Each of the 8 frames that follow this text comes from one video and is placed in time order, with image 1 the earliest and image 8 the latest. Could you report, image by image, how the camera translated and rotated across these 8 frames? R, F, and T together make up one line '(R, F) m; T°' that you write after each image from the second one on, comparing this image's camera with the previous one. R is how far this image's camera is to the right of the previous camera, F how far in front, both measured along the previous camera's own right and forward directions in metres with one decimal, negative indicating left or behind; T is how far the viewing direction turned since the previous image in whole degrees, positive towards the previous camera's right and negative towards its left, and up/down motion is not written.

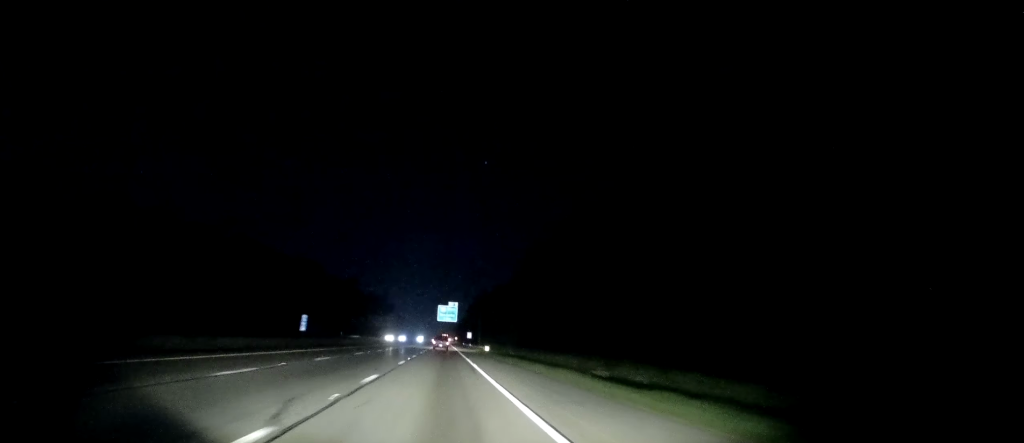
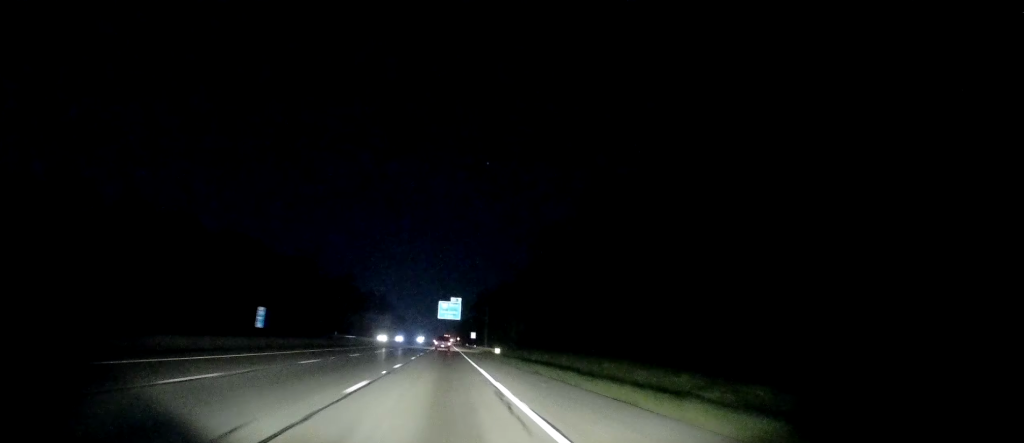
(-0.1, +15.2) m; 0°
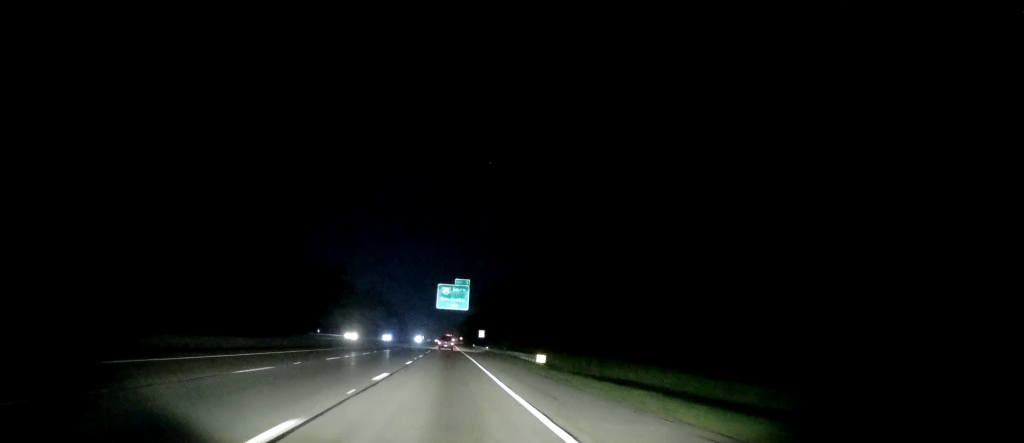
(+0.1, +32.3) m; -1°
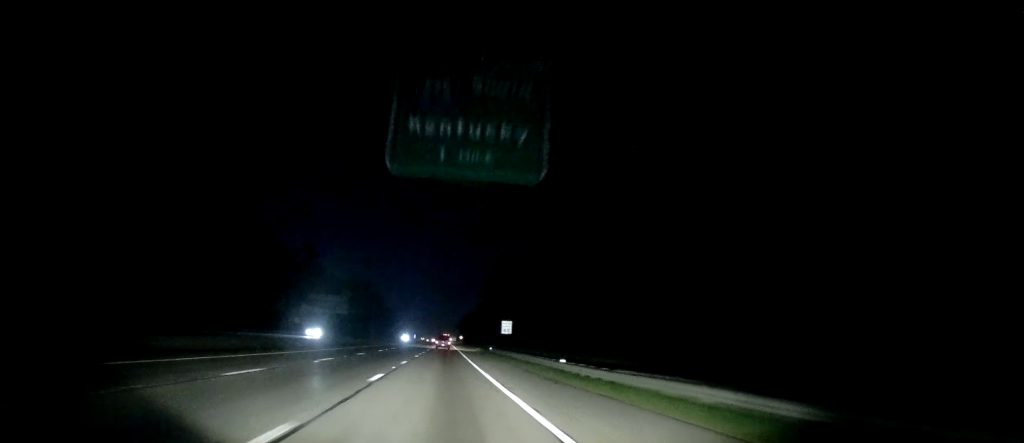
(+0.1, +60.4) m; +2°
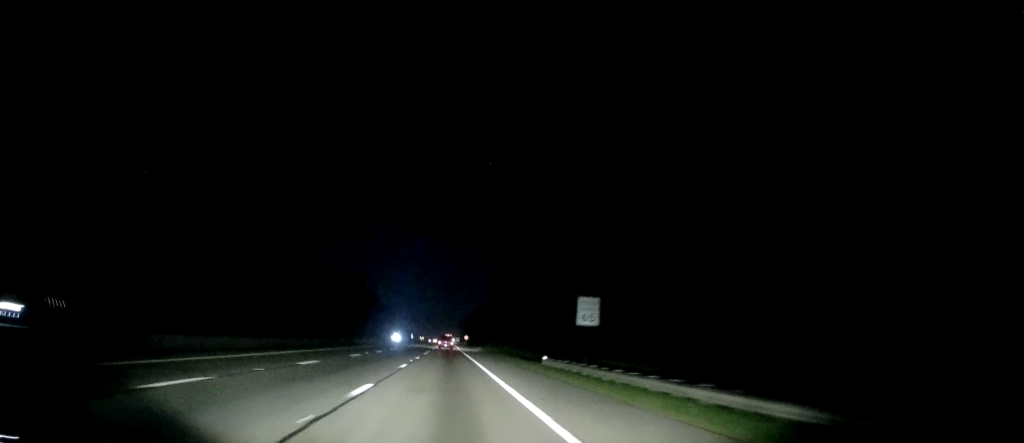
(-0.3, +41.3) m; -1°
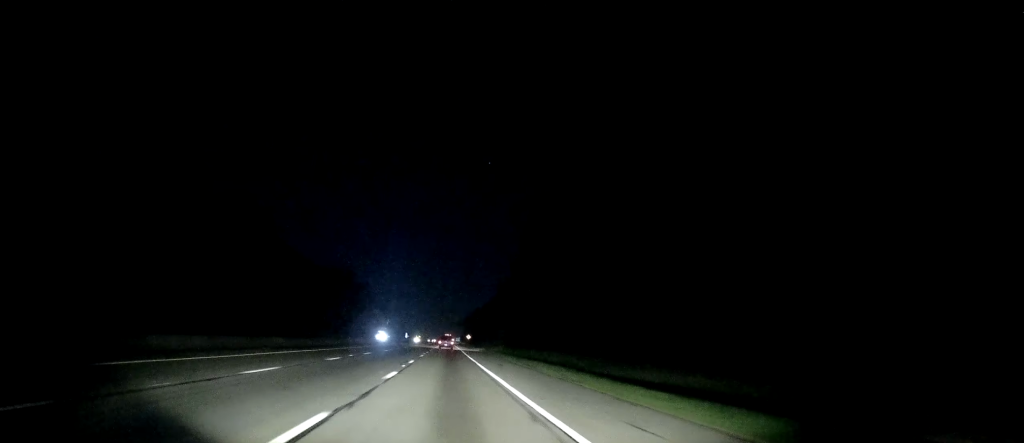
(-0.2, +30.9) m; 0°
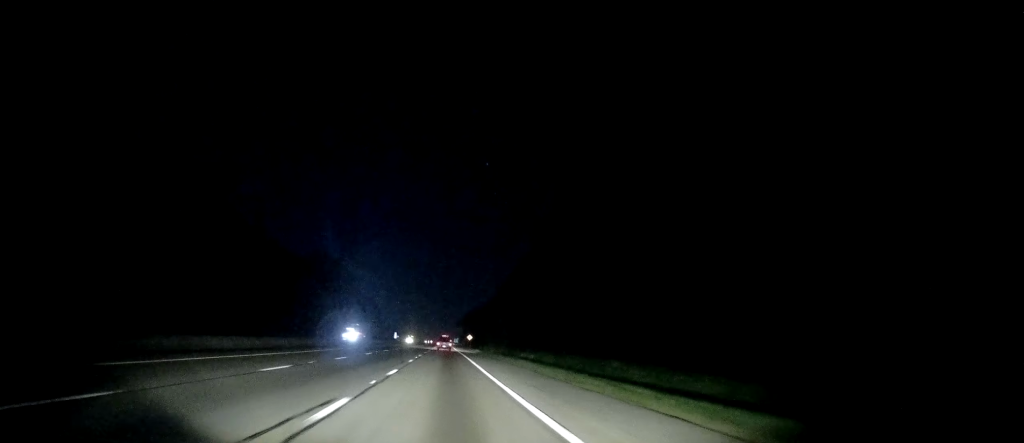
(+0.5, +34.3) m; +1°
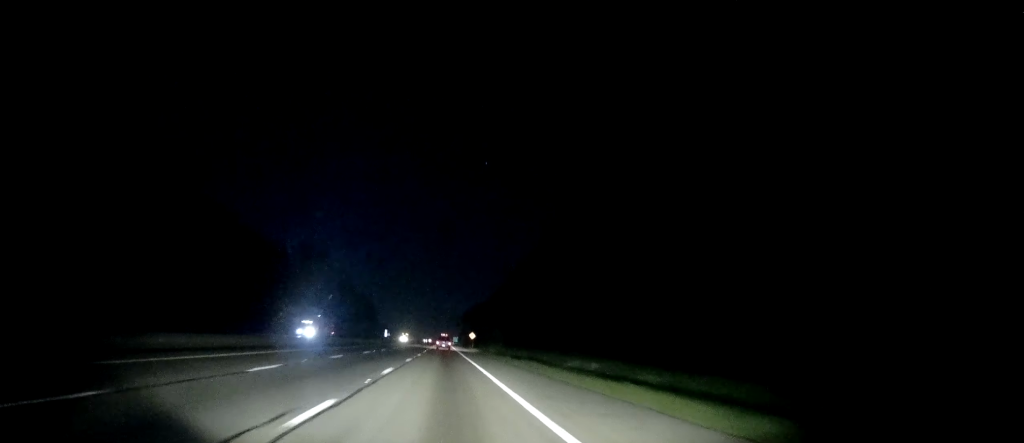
(+0.1, +25.0) m; 0°
